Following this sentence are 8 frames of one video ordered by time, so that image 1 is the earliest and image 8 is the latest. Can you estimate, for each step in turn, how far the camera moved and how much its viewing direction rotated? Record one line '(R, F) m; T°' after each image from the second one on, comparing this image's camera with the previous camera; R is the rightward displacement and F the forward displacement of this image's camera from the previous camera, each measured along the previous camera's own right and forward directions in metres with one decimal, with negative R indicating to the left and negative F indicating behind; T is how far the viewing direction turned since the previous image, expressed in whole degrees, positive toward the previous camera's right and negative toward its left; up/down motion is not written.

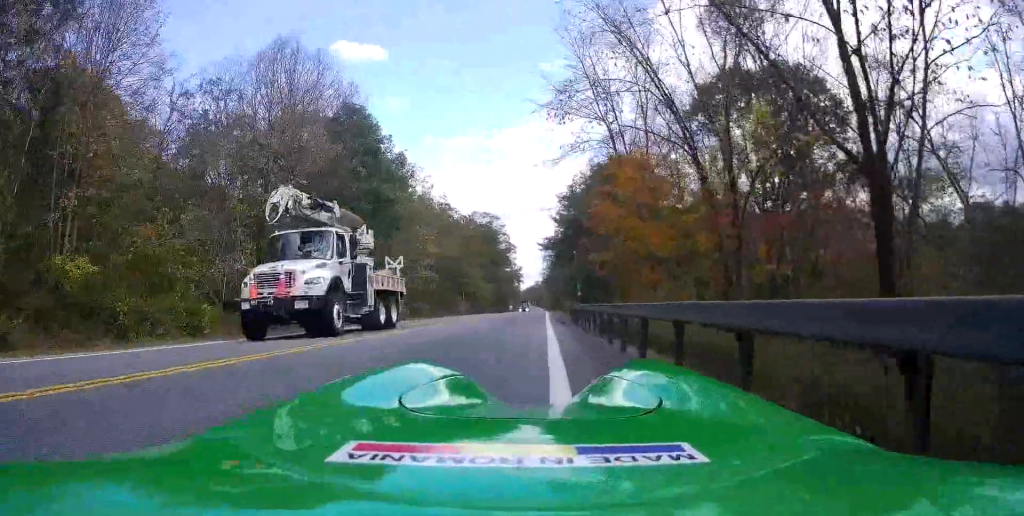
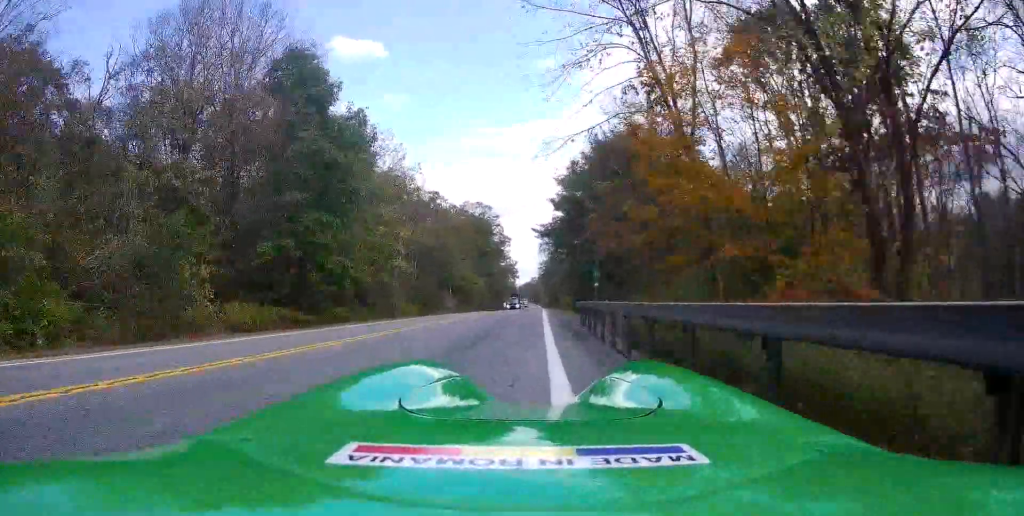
(+0.6, +8.7) m; 0°
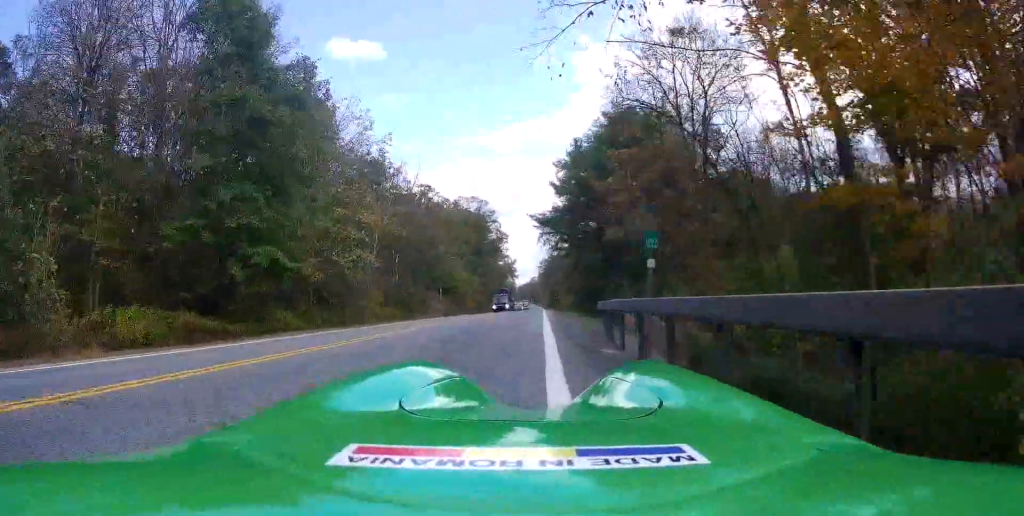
(-0.7, +7.7) m; -5°
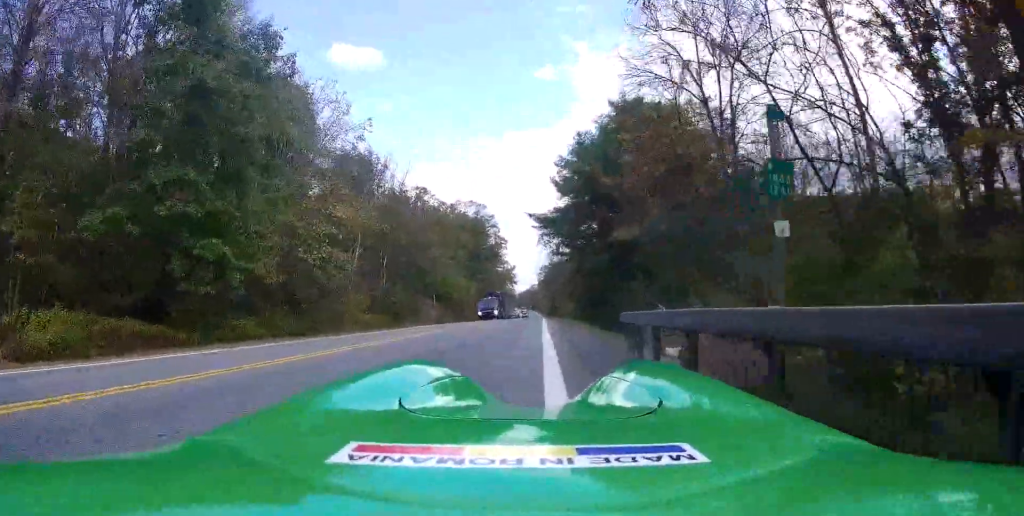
(0.0, +4.1) m; 0°
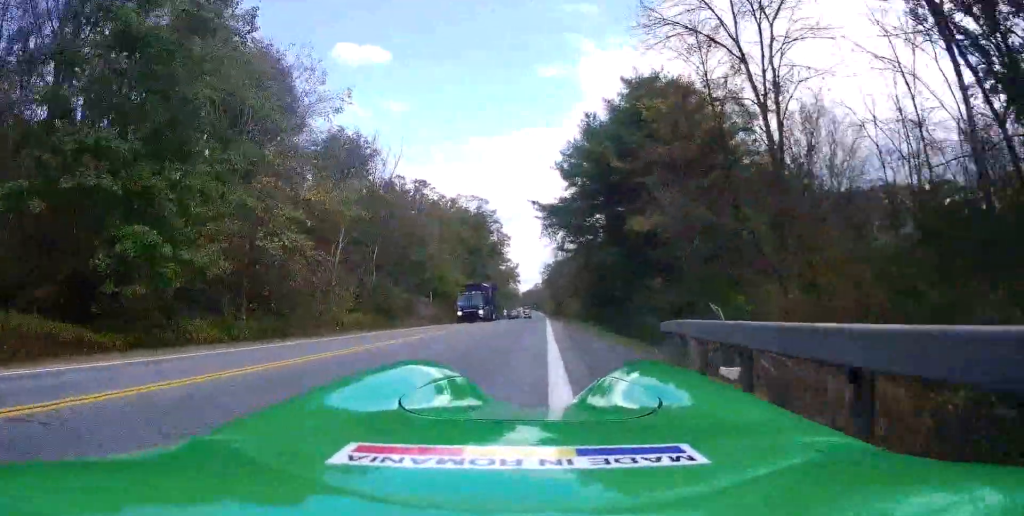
(0.0, +4.1) m; -1°
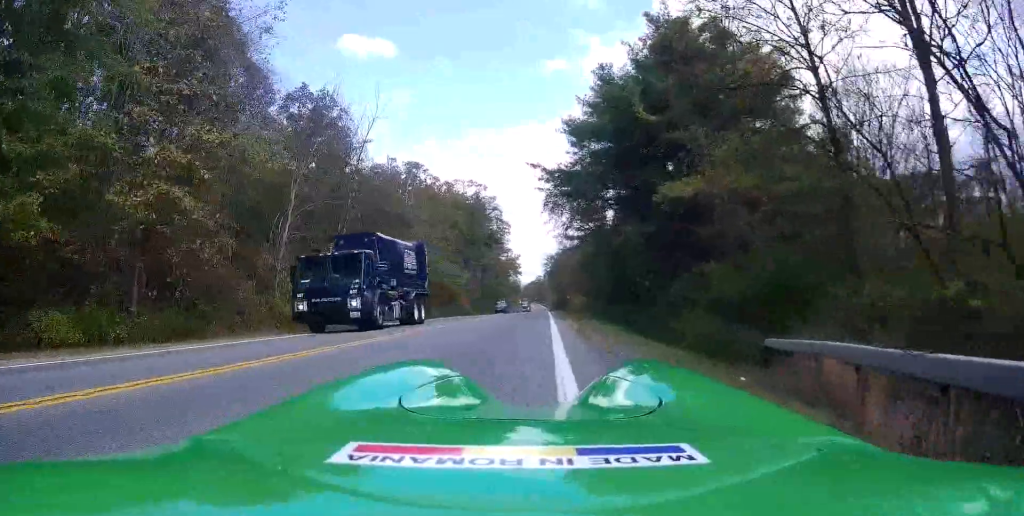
(-0.1, +7.9) m; -1°
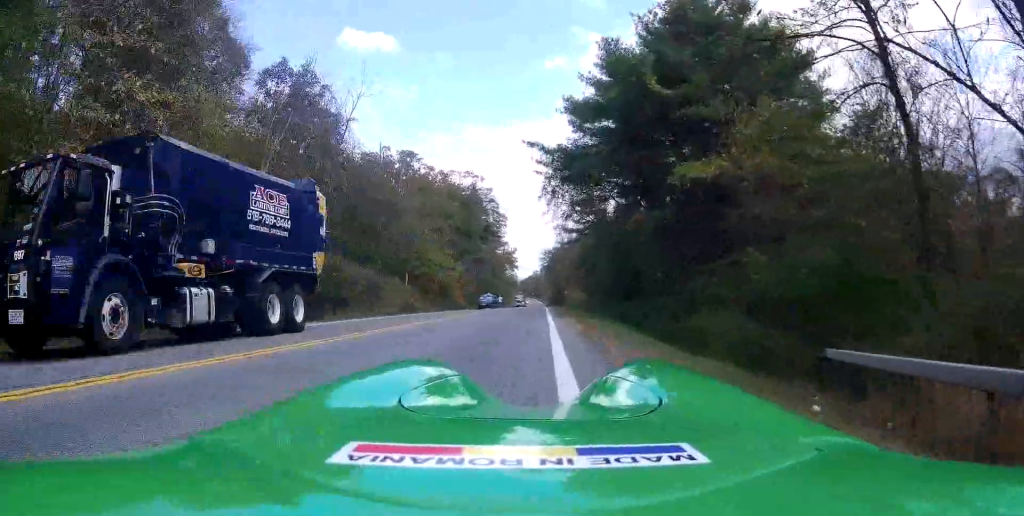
(0.0, +3.2) m; 0°
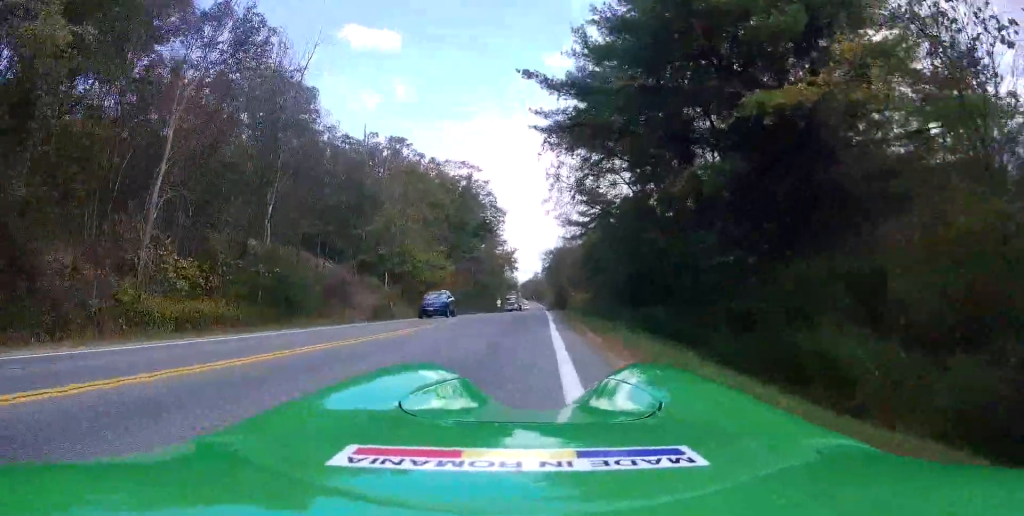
(+0.1, +7.6) m; +2°
